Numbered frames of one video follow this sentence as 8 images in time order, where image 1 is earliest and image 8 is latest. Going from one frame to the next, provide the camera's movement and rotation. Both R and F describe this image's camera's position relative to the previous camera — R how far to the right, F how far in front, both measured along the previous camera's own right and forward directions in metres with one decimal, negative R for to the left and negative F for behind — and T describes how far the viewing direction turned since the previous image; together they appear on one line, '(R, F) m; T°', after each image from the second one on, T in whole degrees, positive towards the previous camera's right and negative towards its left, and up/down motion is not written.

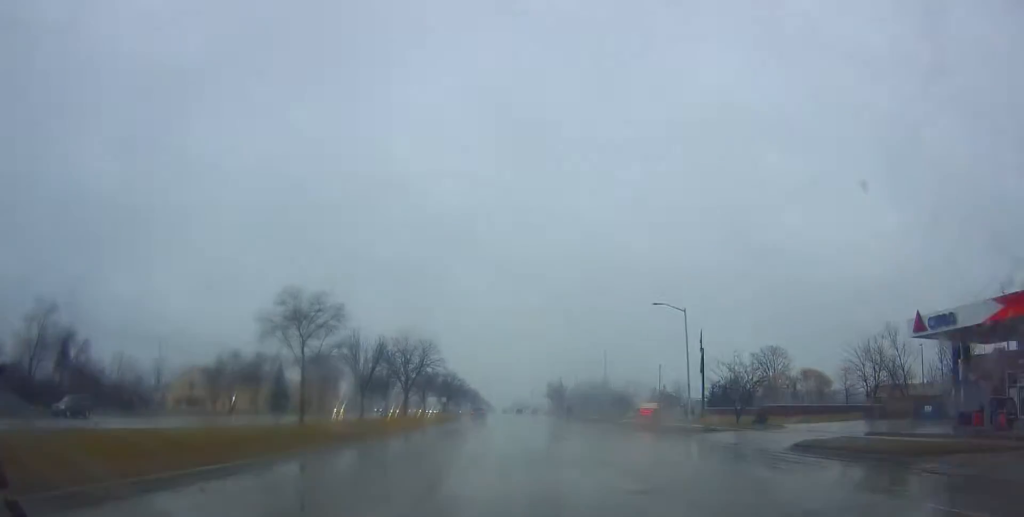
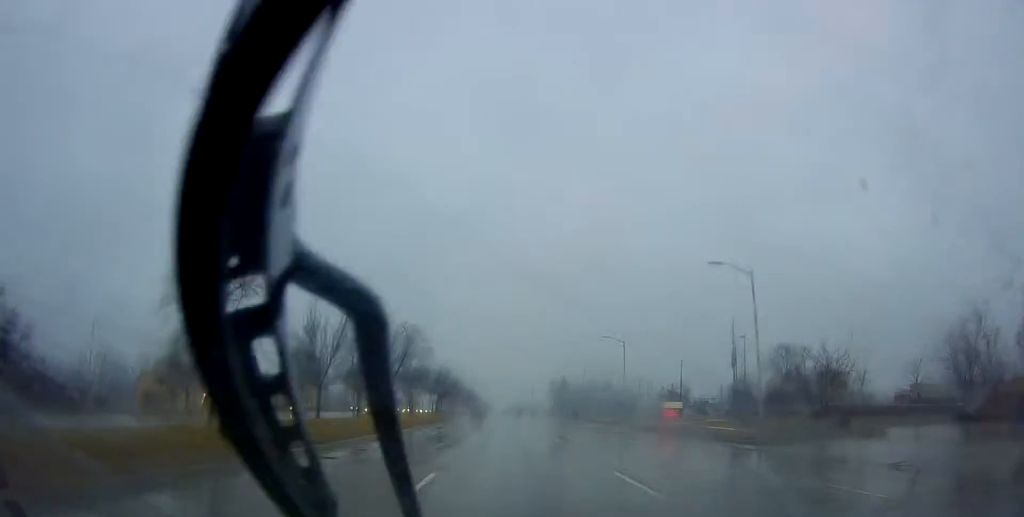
(+0.4, +12.8) m; -1°
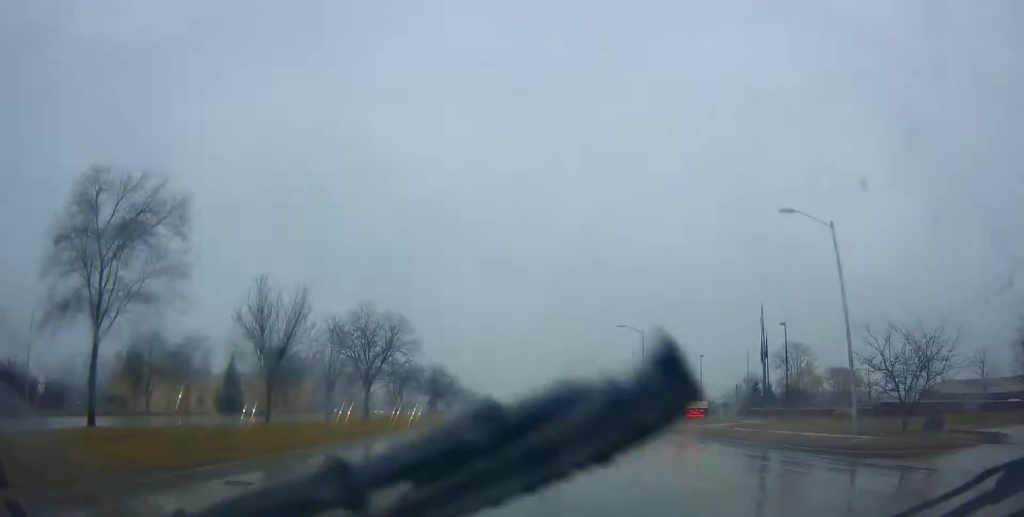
(-0.1, +9.3) m; 0°
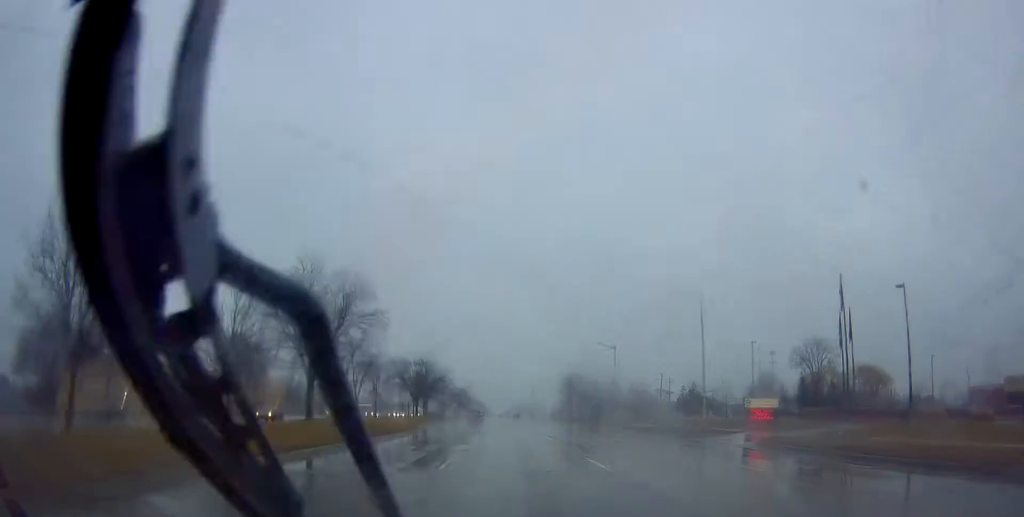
(-0.8, +17.2) m; 0°
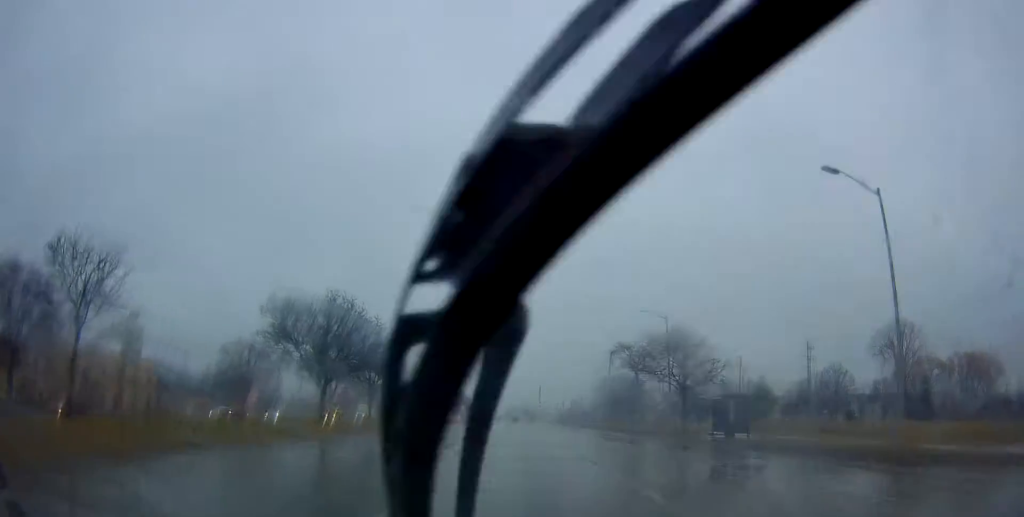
(+1.4, +51.9) m; +1°
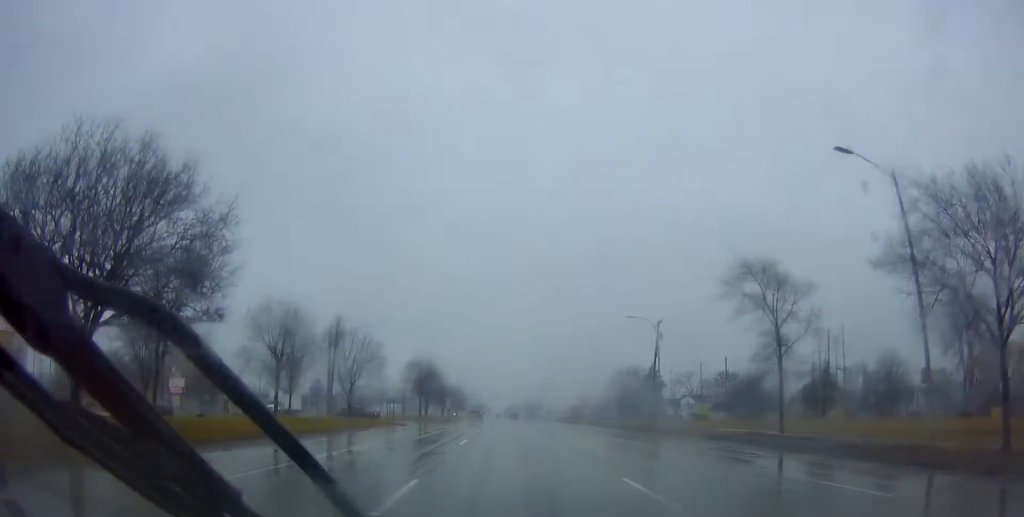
(-0.2, +29.8) m; 0°
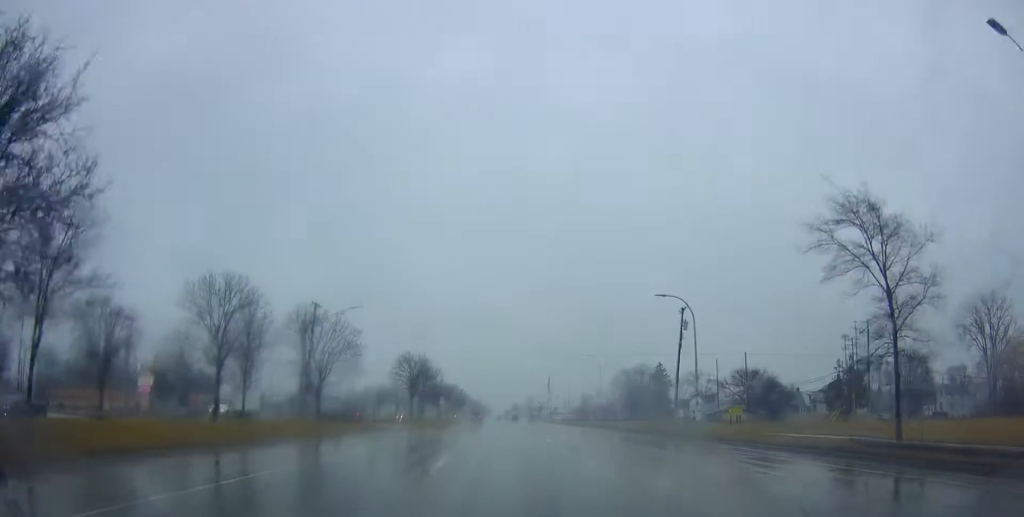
(0.0, +9.2) m; 0°
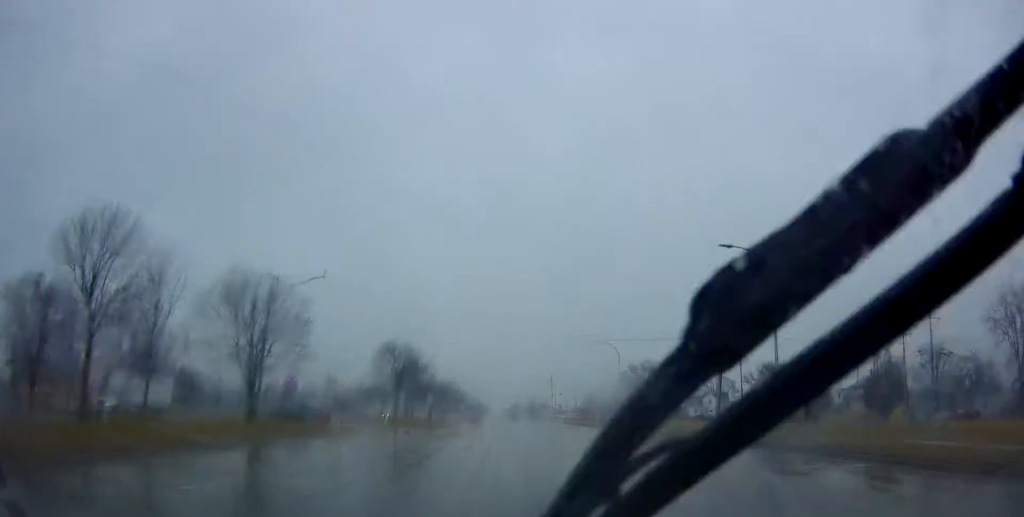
(+0.2, +11.9) m; 0°
